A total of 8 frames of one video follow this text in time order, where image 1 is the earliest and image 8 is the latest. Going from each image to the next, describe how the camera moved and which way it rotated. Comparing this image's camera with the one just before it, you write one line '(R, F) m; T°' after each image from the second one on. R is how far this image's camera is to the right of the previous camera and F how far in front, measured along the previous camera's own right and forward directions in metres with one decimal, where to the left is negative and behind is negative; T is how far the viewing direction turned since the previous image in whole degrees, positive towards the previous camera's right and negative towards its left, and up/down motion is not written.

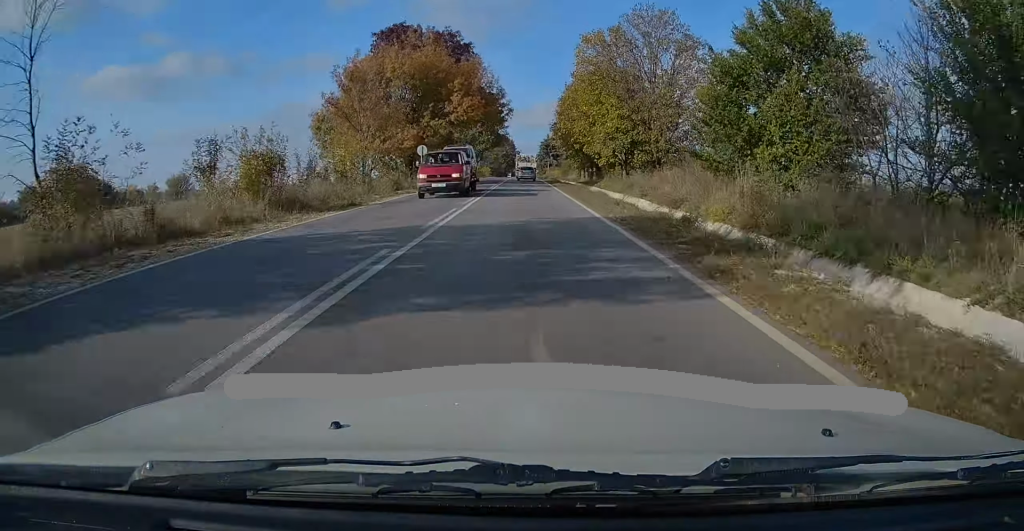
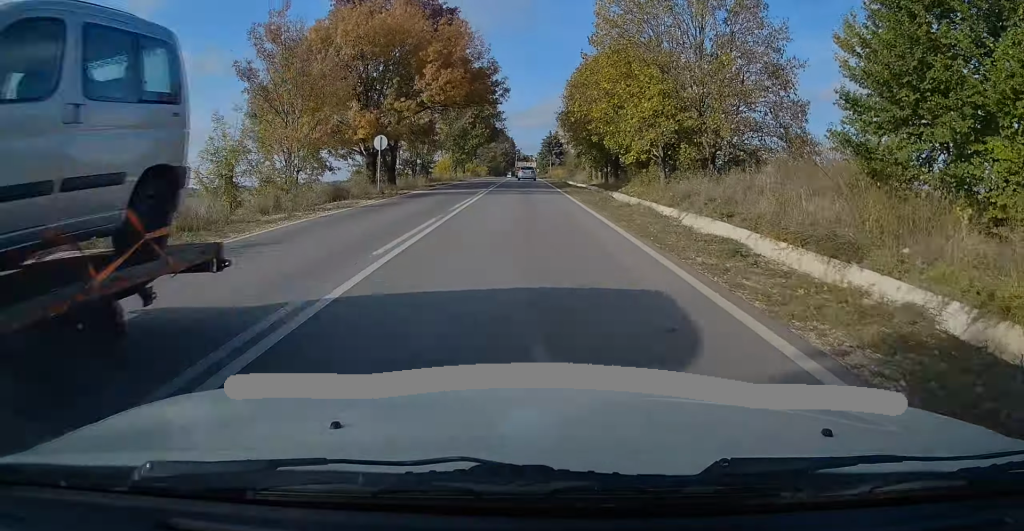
(-0.1, +13.0) m; -1°
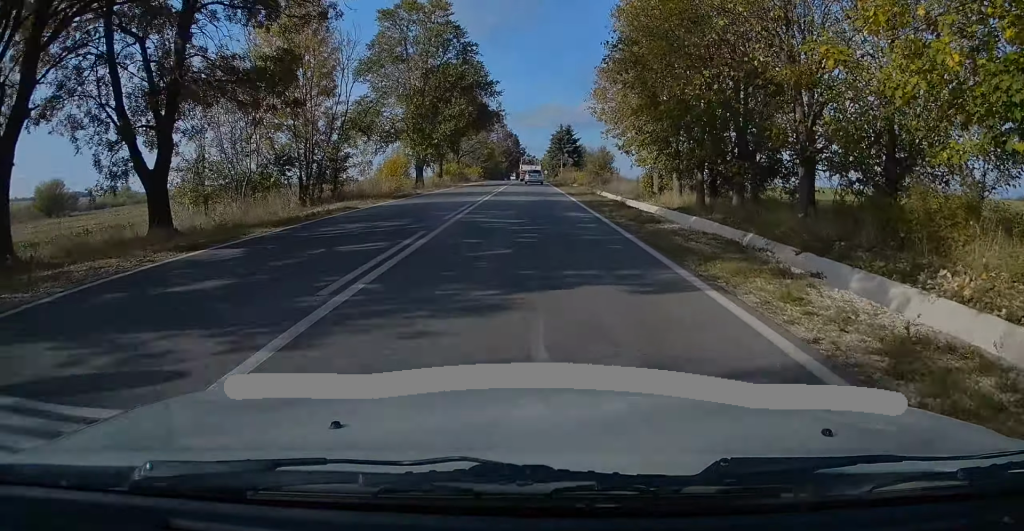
(-0.4, +30.7) m; -1°
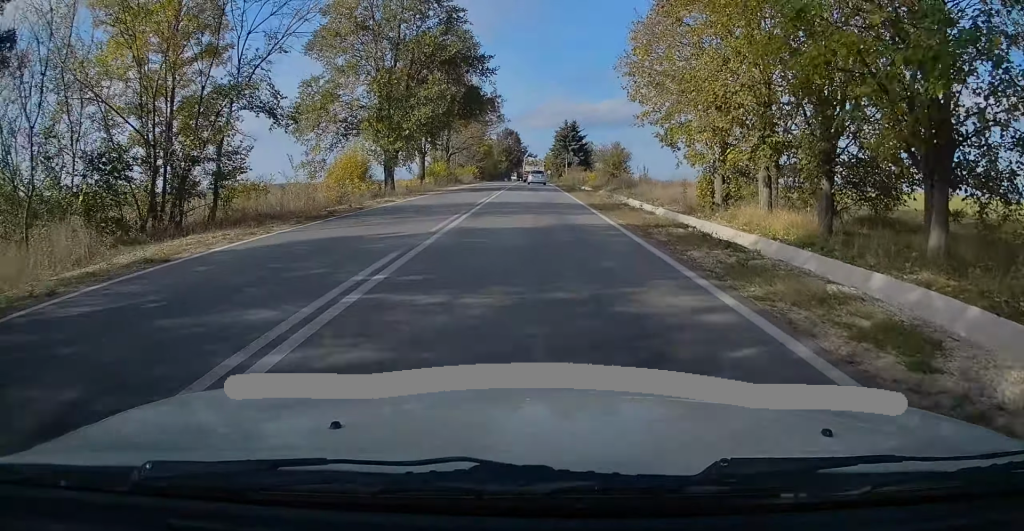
(+0.1, +12.3) m; 0°
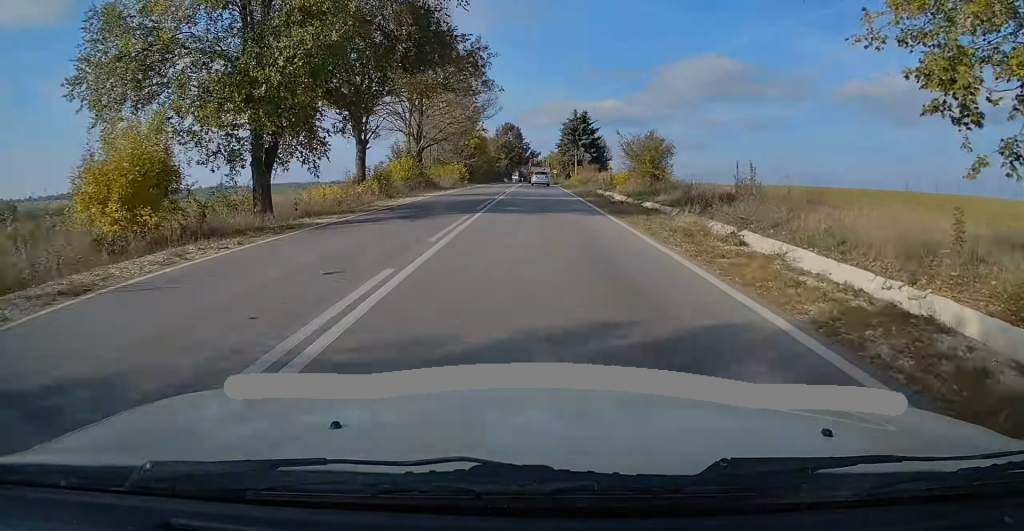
(+0.1, +19.8) m; 0°
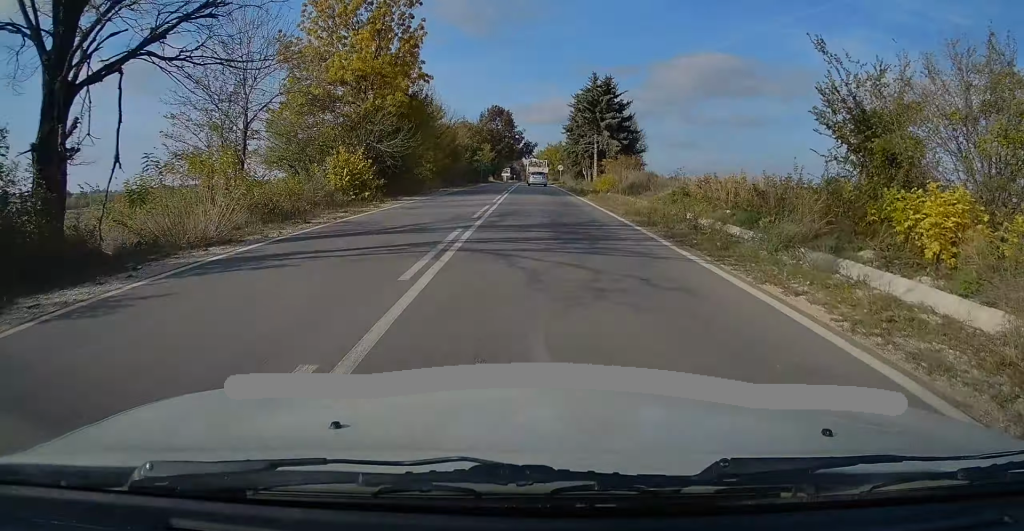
(-0.4, +39.0) m; -1°
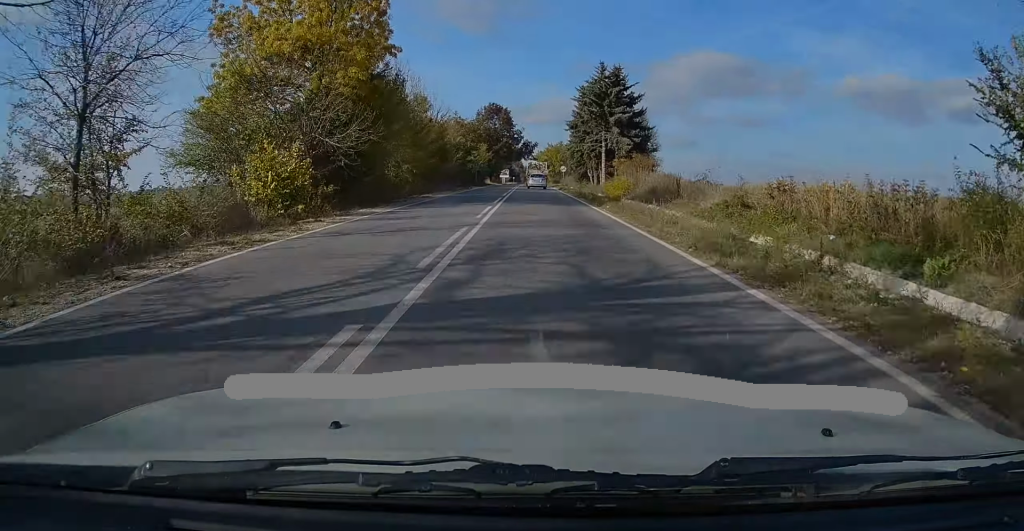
(0.0, +7.8) m; 0°
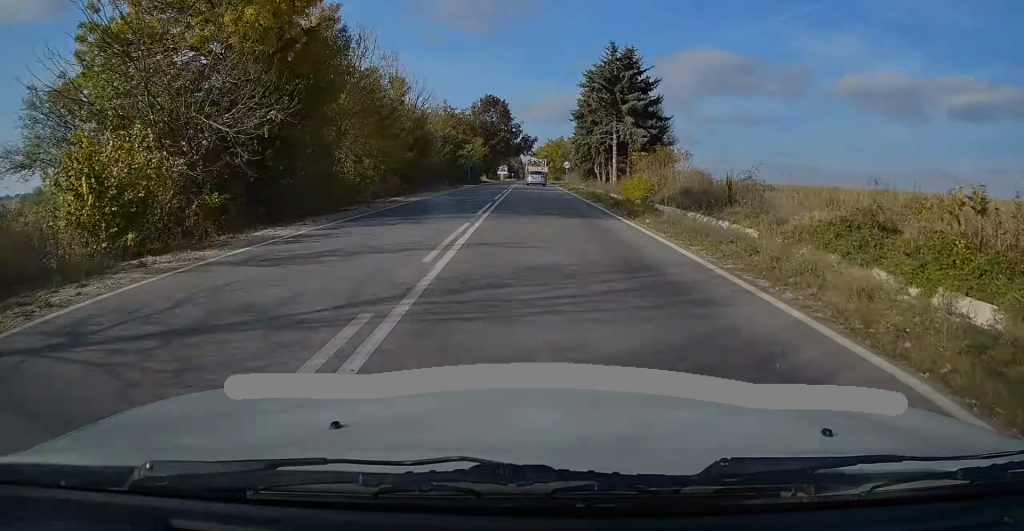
(0.0, +8.5) m; 0°
